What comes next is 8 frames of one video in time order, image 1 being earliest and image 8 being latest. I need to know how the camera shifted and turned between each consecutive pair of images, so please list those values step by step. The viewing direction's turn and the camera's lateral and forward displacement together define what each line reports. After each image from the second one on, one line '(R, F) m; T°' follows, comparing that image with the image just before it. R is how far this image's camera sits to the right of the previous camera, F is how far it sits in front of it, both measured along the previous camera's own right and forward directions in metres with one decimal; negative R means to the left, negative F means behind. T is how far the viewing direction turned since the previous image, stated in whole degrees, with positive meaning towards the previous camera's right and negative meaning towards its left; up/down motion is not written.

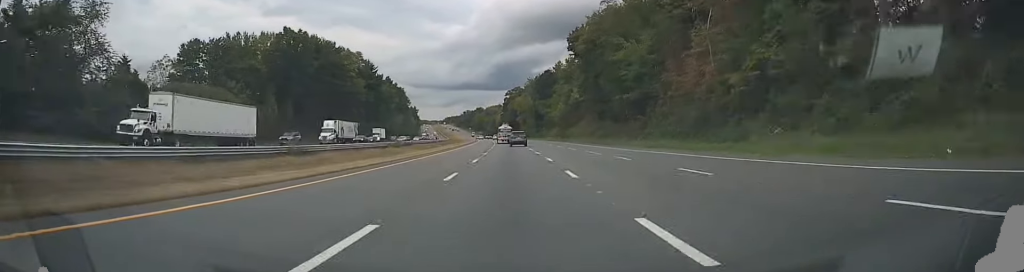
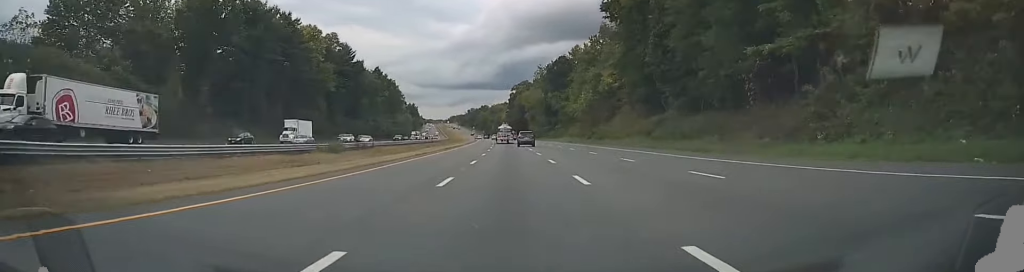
(-0.1, +39.6) m; 0°
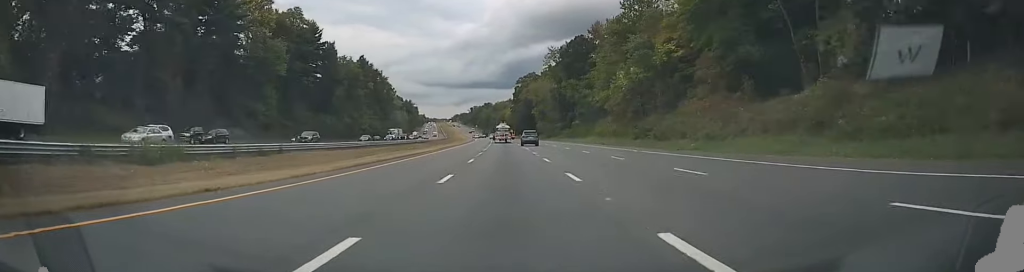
(-0.2, +32.8) m; -1°
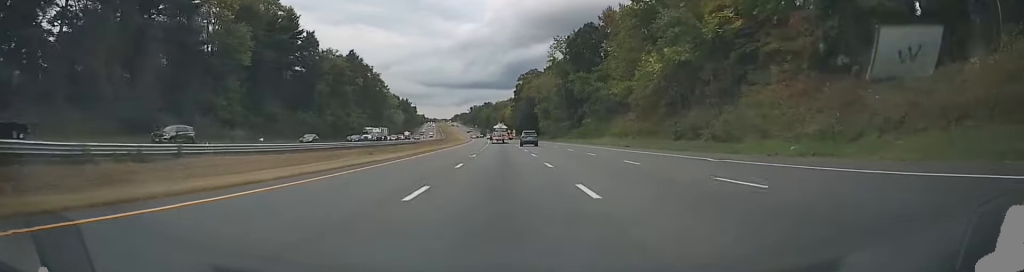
(0.0, +14.7) m; 0°
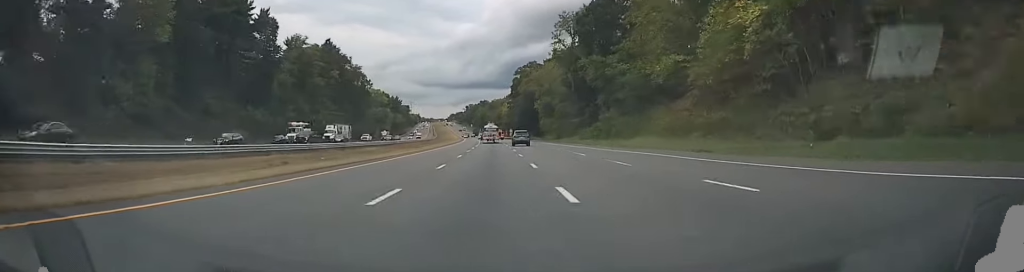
(-0.1, +21.6) m; 0°
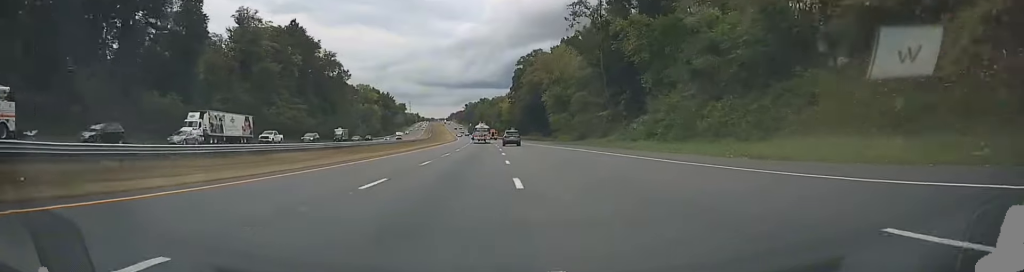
(-0.2, +32.2) m; 0°
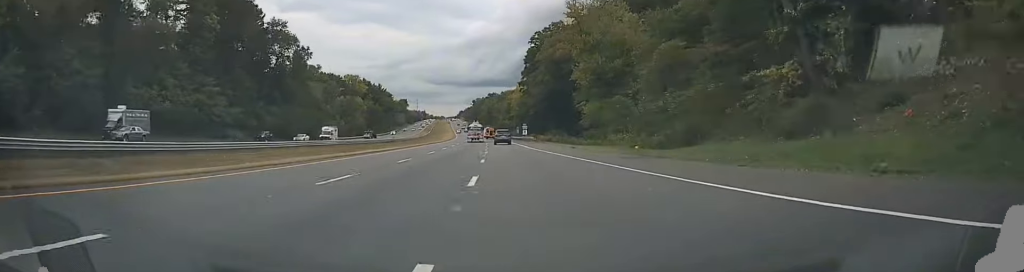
(+0.1, +49.2) m; 0°
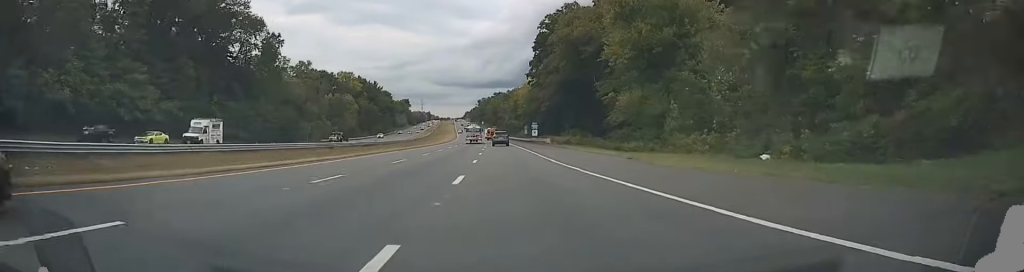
(-0.1, +21.6) m; -1°
